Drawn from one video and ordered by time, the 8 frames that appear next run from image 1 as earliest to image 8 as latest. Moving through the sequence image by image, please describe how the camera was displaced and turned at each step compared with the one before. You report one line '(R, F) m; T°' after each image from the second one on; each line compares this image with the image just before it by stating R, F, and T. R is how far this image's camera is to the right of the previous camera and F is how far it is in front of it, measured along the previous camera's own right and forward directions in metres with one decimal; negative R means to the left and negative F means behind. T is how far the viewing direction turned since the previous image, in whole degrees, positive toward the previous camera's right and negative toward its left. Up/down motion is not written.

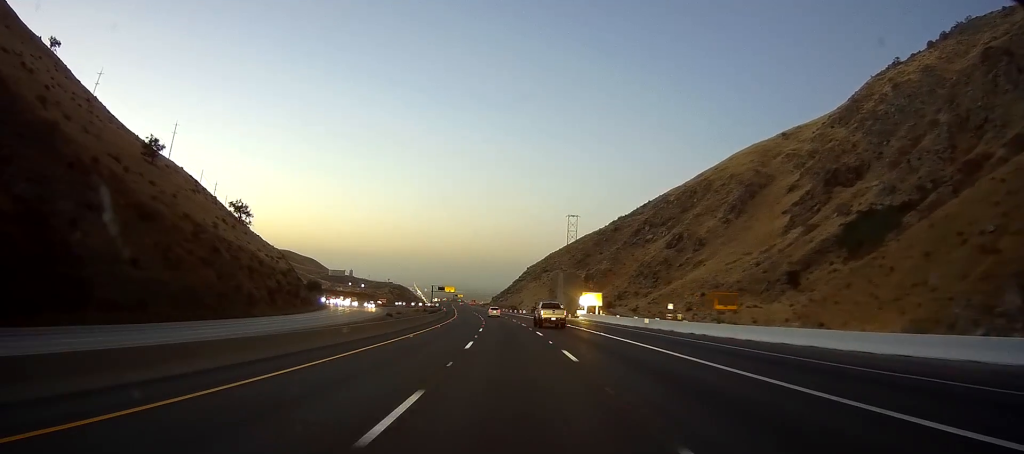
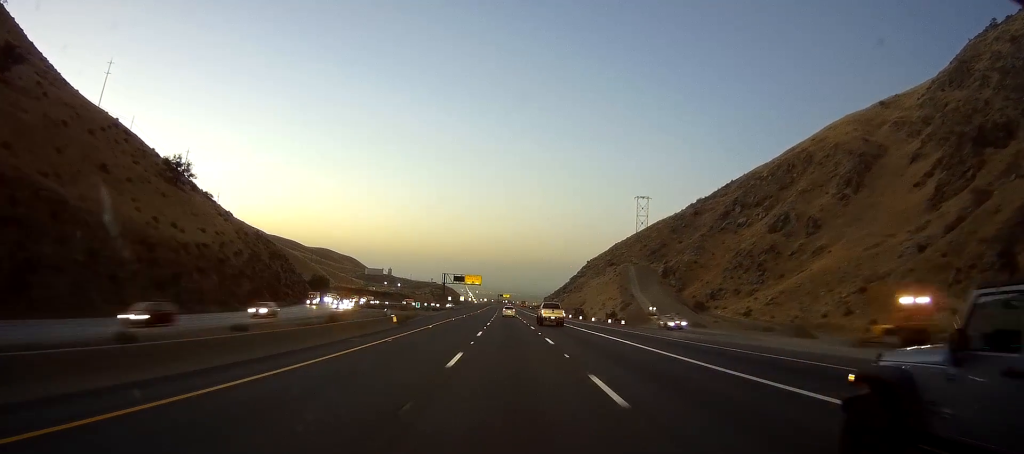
(-5.4, +80.1) m; -6°
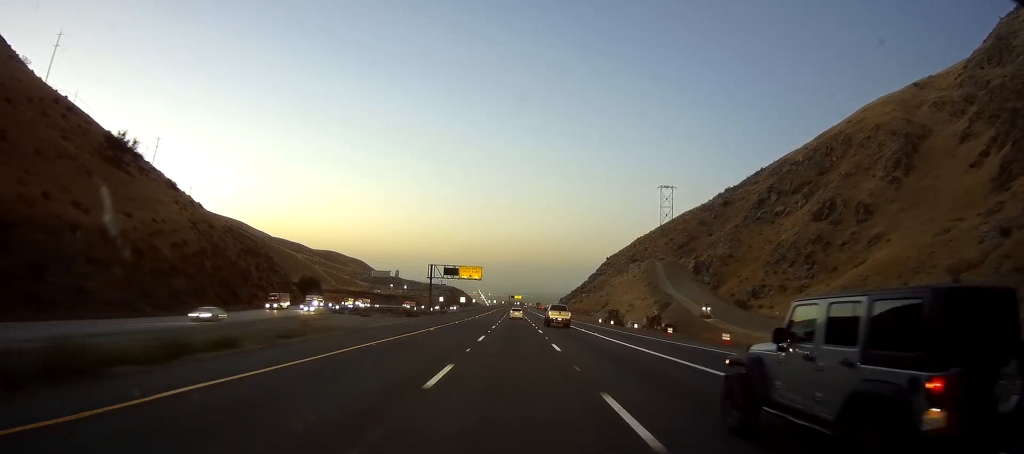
(0.0, +32.6) m; 0°
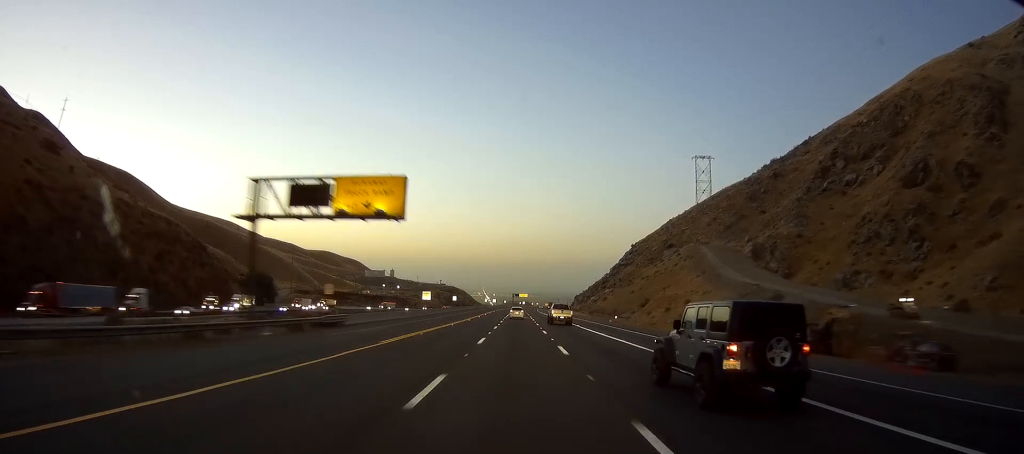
(0.0, +60.7) m; 0°
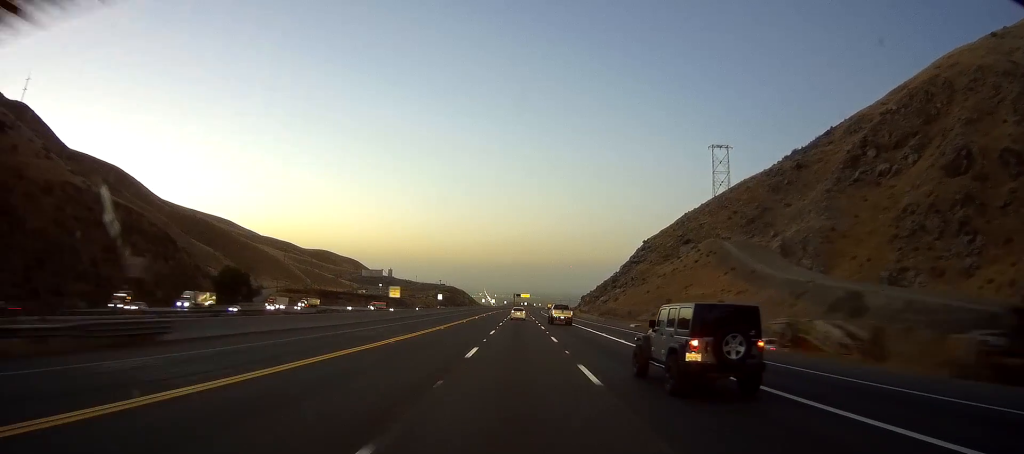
(0.0, +21.3) m; 0°
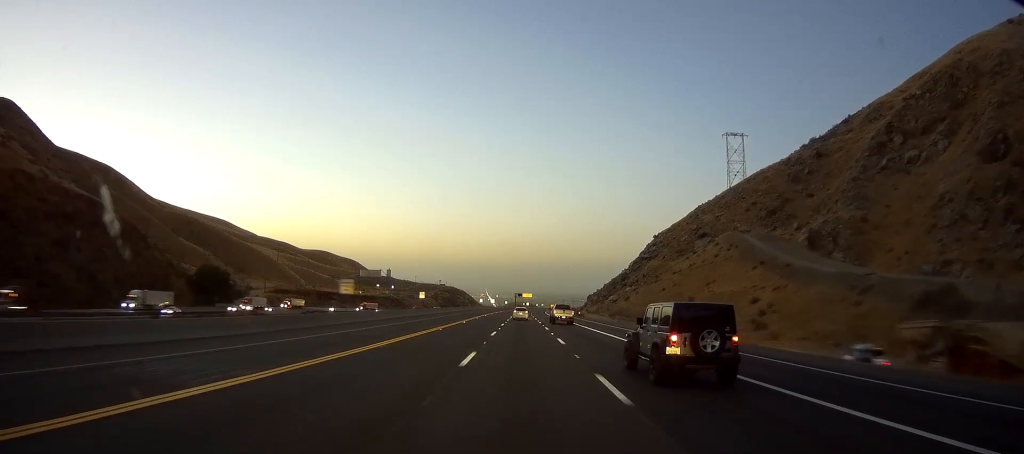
(0.0, +16.8) m; 0°
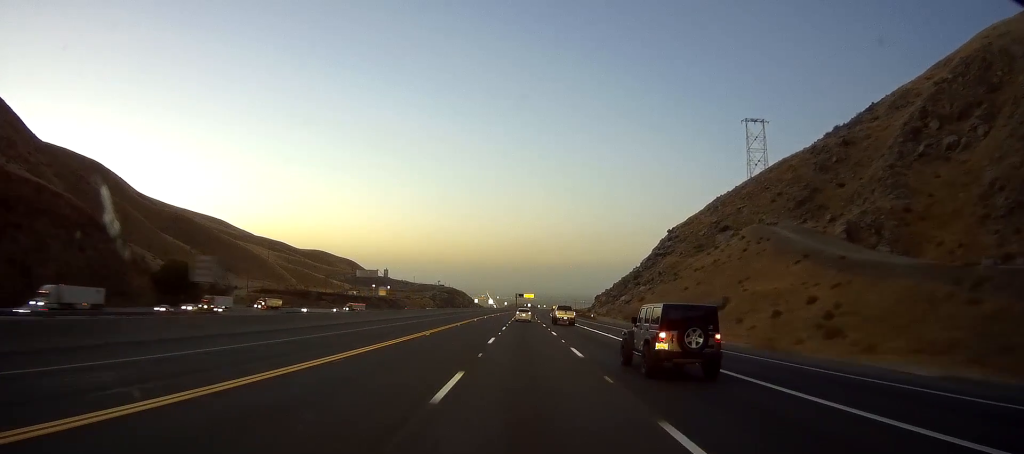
(0.0, +20.1) m; 0°
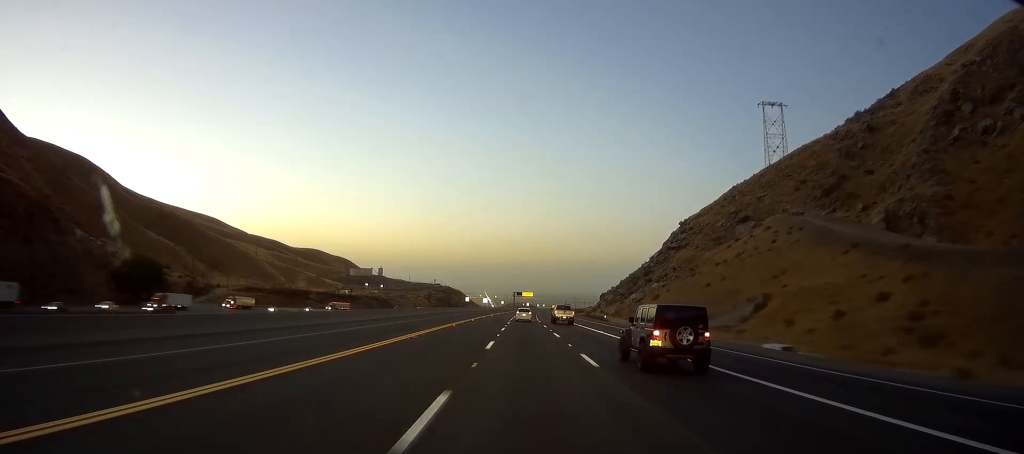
(0.0, +17.8) m; 0°
